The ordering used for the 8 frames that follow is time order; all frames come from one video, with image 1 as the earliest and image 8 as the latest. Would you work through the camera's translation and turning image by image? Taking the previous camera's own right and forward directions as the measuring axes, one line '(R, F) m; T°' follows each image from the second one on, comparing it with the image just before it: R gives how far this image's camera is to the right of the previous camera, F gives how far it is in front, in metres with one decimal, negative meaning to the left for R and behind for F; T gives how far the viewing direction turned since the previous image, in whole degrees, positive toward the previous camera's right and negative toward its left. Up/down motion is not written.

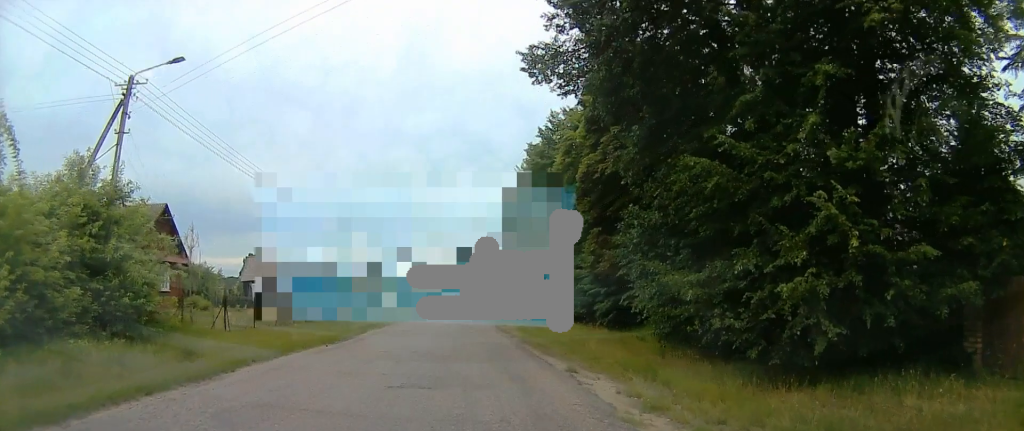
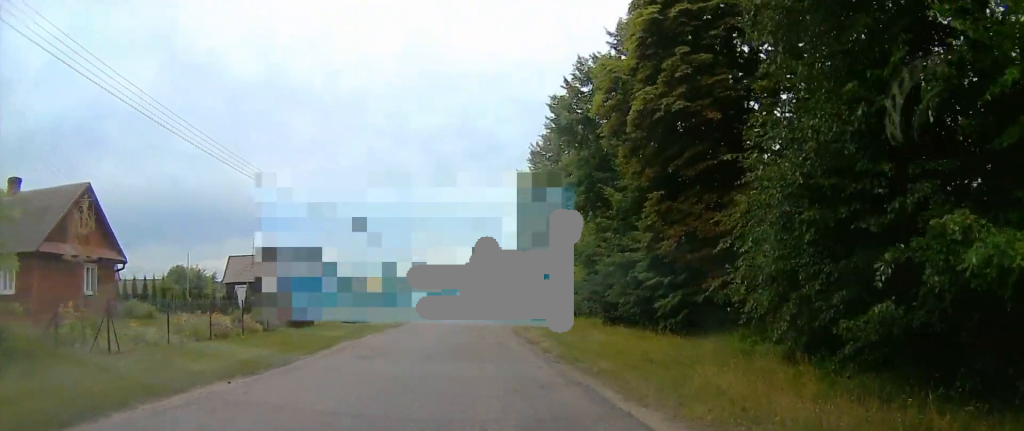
(-0.4, +8.8) m; -6°
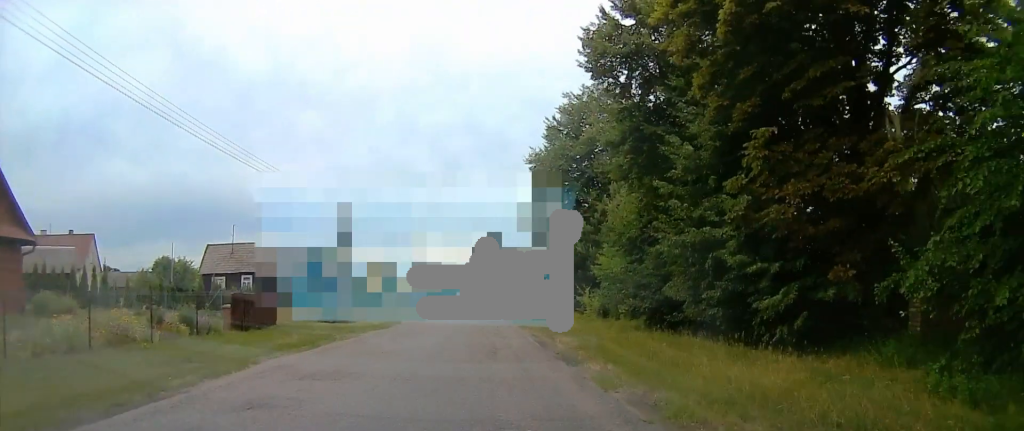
(-0.2, +6.6) m; +1°
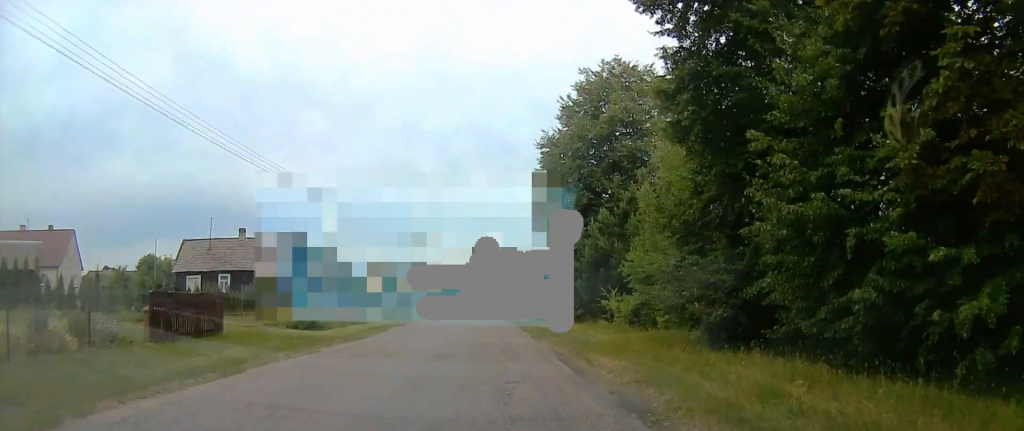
(+0.3, +5.3) m; +3°
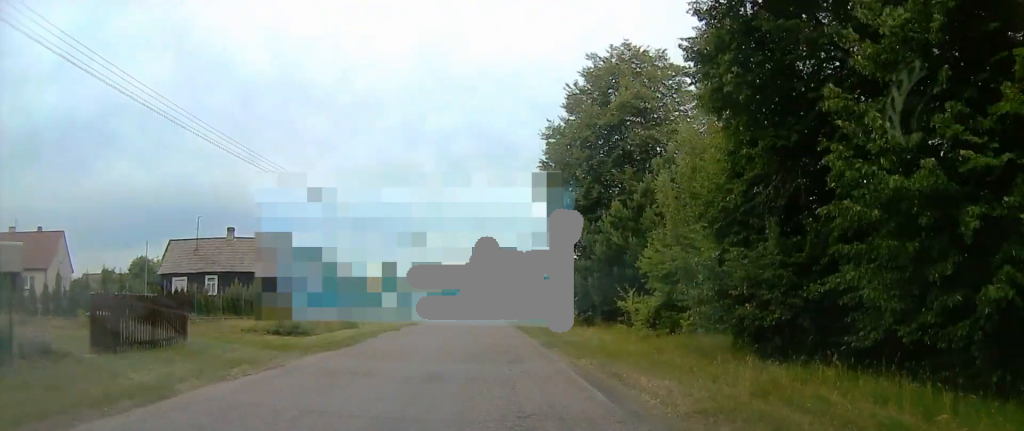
(0.0, +2.2) m; -1°
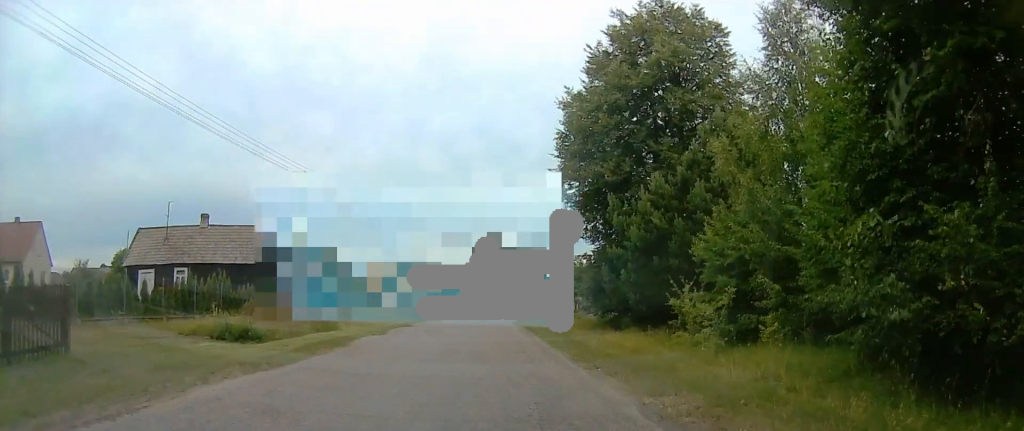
(-0.2, +4.4) m; -5°
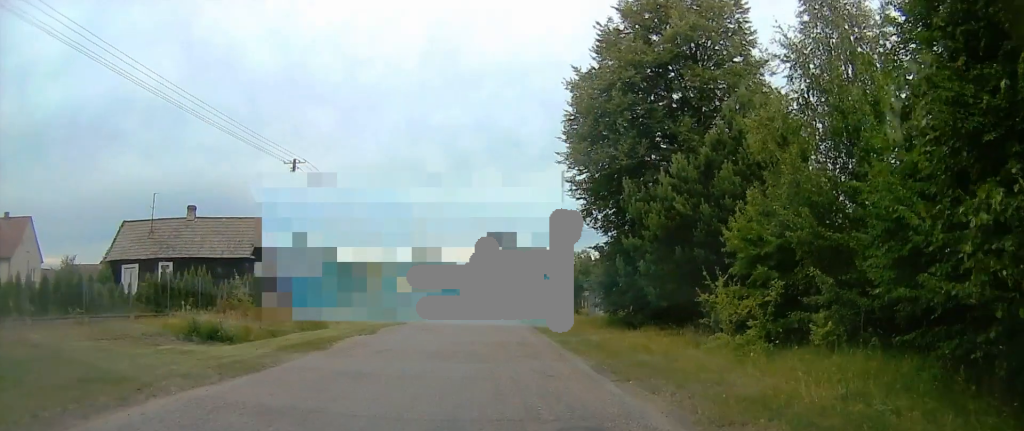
(-0.1, +1.7) m; -1°
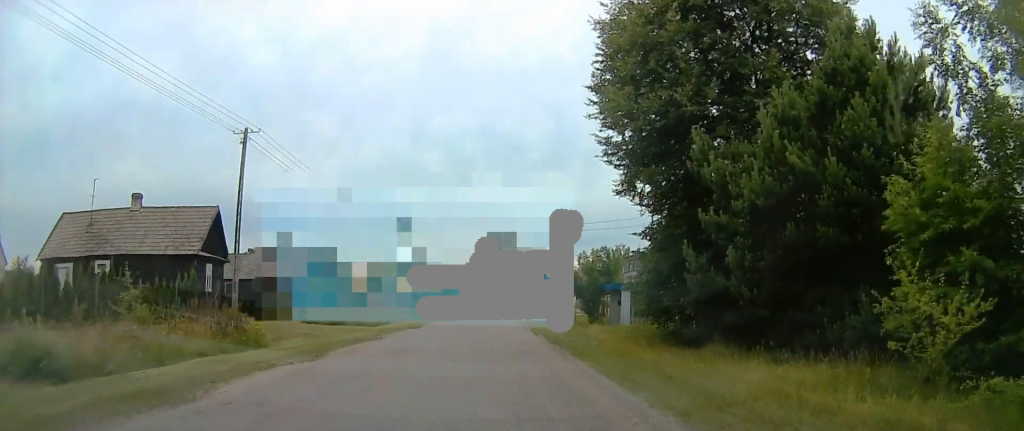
(+0.2, +5.3) m; +6°
